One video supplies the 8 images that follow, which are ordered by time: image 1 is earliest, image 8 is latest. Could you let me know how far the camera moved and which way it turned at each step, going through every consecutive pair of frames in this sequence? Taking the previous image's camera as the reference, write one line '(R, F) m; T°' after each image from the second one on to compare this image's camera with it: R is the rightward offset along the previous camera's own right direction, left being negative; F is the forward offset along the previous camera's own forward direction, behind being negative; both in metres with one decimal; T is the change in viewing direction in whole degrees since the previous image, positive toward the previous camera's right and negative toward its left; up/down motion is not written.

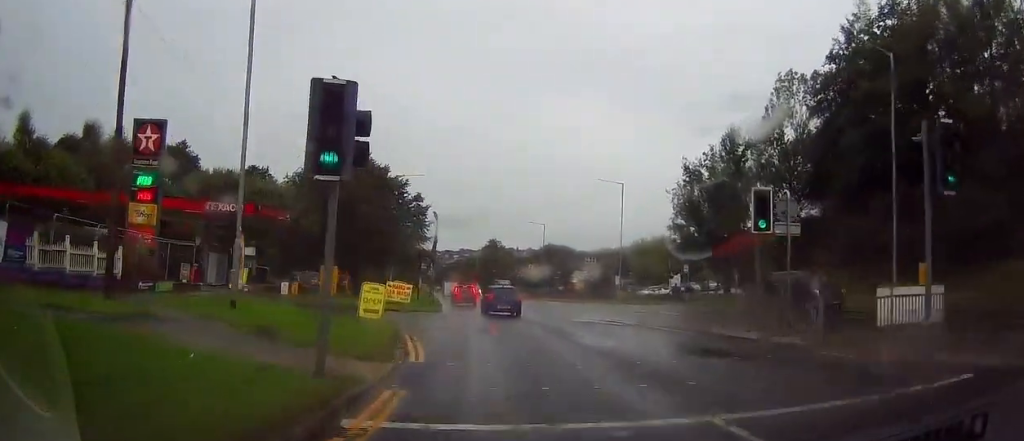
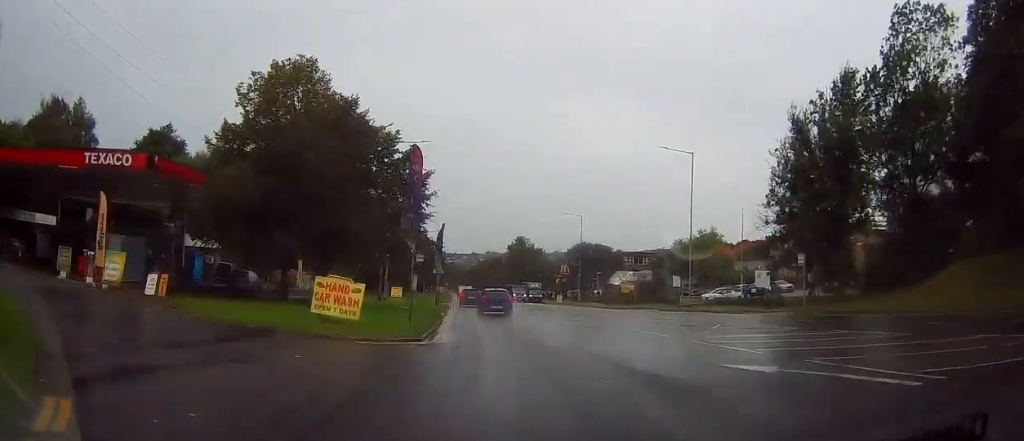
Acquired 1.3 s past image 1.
(0.0, +16.8) m; -2°
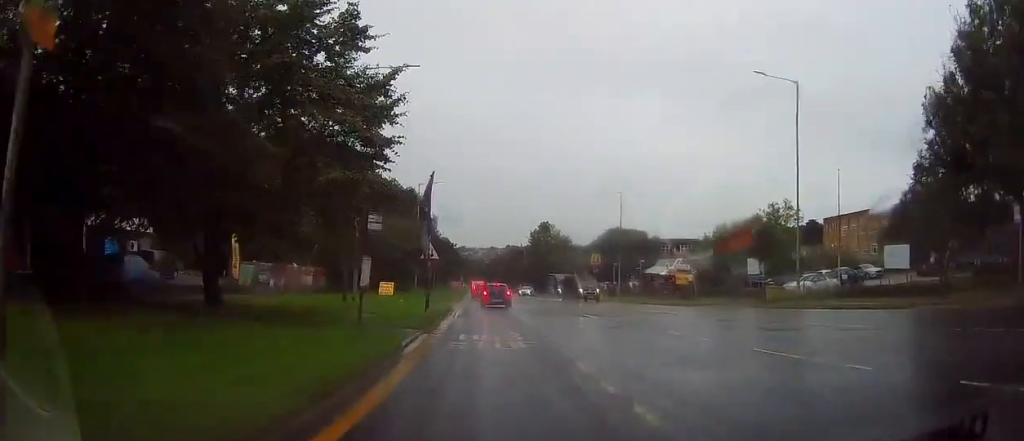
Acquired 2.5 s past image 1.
(-0.6, +16.7) m; 0°
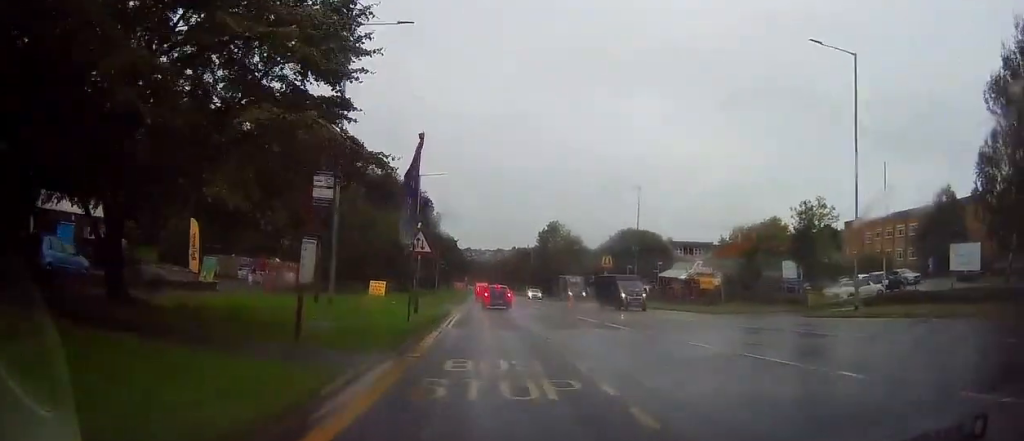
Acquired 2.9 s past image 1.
(+0.2, +5.9) m; -1°
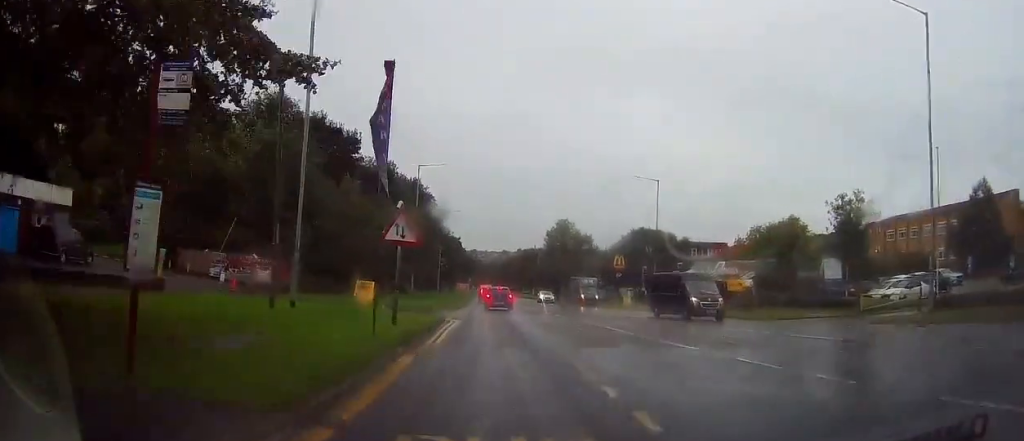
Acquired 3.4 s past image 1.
(+0.3, +5.9) m; -1°
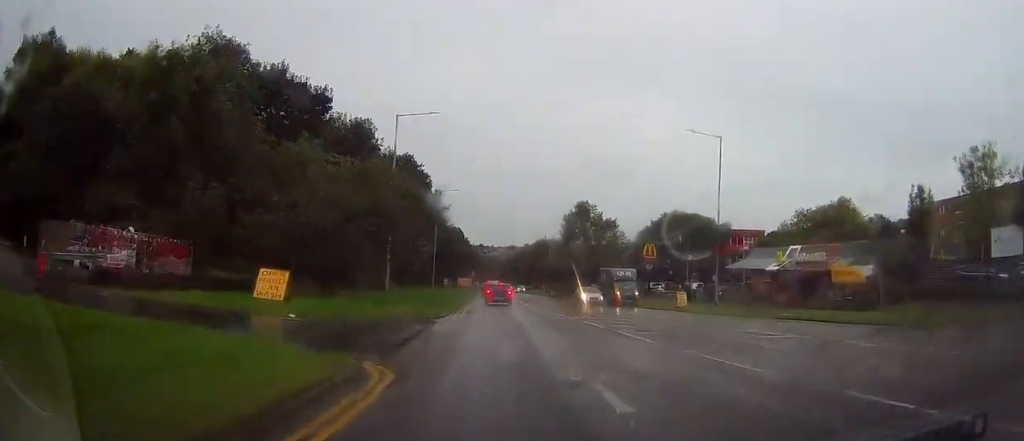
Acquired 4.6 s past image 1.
(-1.1, +17.2) m; -3°
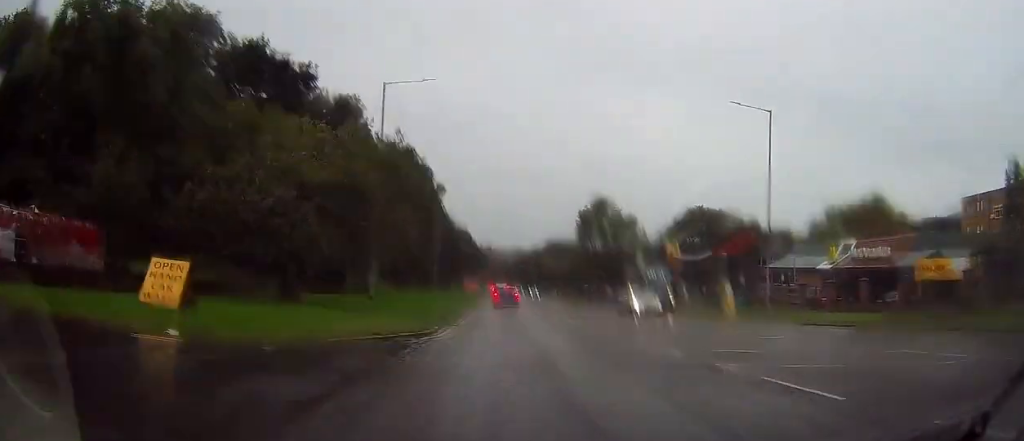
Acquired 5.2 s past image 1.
(+0.3, +8.1) m; +1°
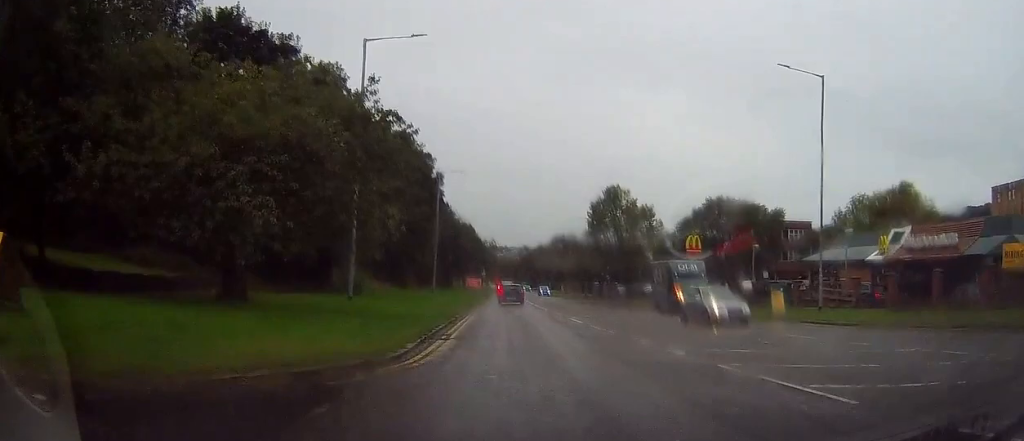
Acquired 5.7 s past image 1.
(+0.1, +6.7) m; 0°
